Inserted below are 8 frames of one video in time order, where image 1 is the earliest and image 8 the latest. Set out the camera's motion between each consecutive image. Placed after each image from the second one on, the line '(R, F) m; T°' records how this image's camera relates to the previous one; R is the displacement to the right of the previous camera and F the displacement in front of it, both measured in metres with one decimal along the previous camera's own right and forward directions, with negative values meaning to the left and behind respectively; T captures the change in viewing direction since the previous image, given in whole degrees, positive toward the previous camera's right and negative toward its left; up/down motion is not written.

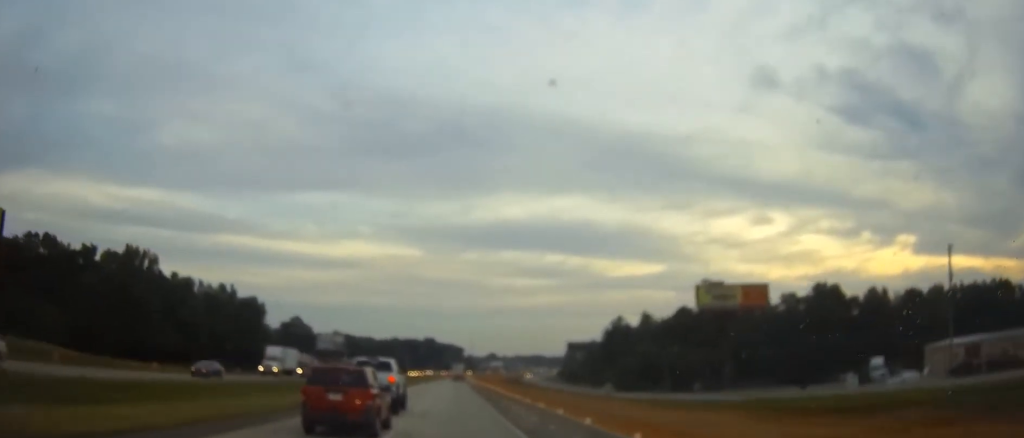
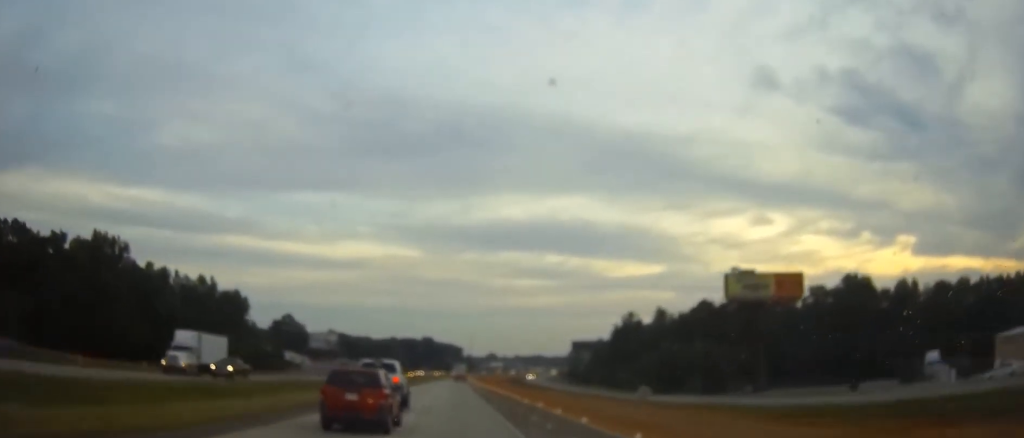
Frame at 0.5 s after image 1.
(0.0, +15.0) m; 0°
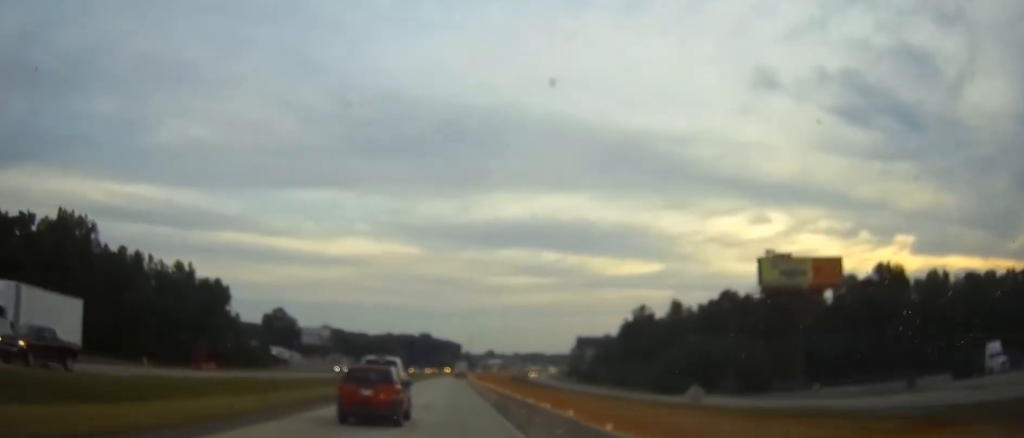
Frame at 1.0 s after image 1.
(0.0, +14.1) m; 0°
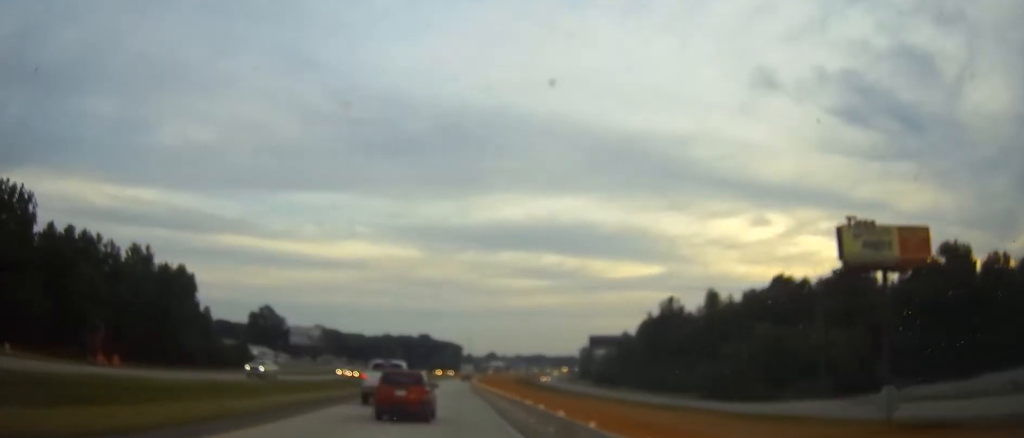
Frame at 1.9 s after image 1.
(0.0, +23.3) m; 0°
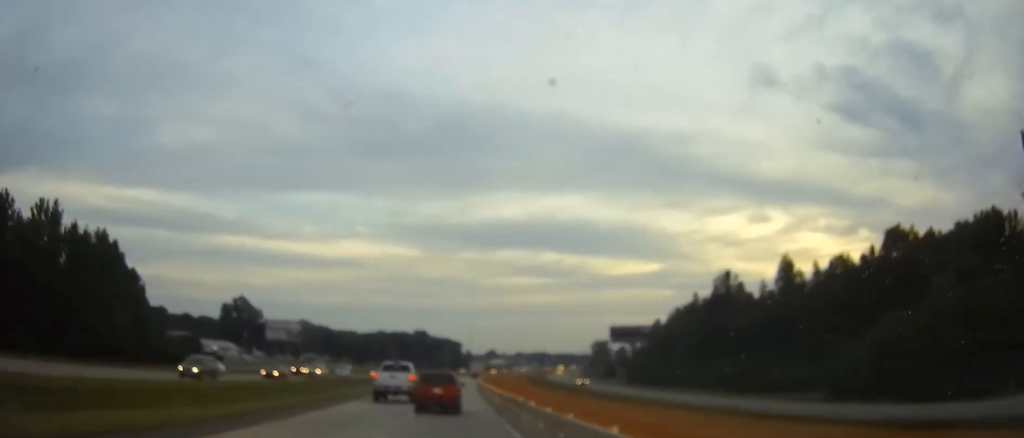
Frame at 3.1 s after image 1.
(+0.3, +34.6) m; +1°
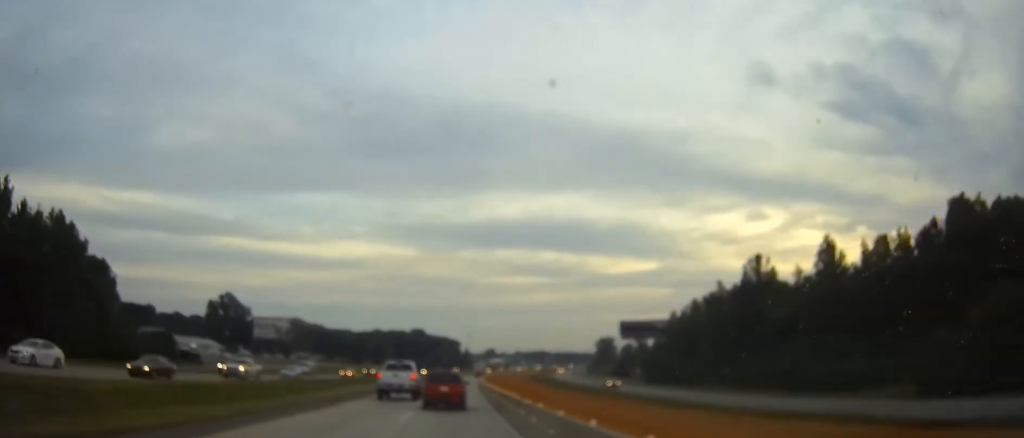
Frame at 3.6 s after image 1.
(+0.1, +14.1) m; 0°
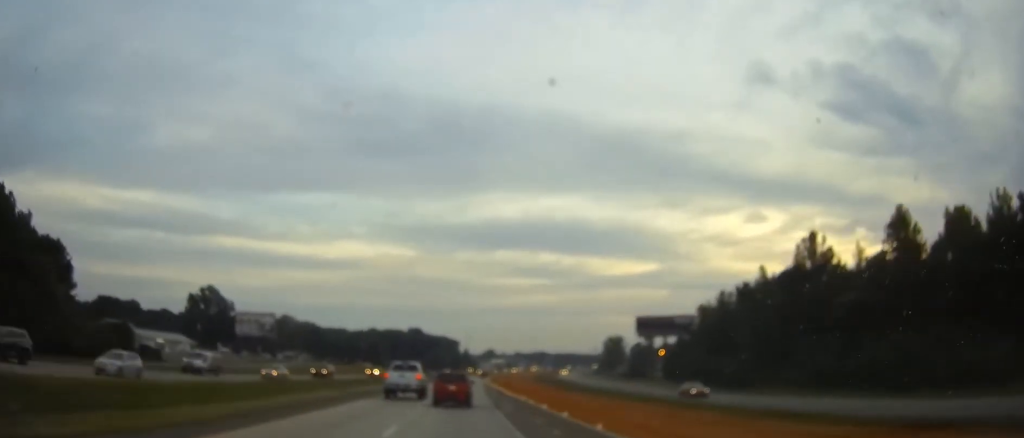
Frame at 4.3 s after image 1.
(+0.1, +18.9) m; 0°
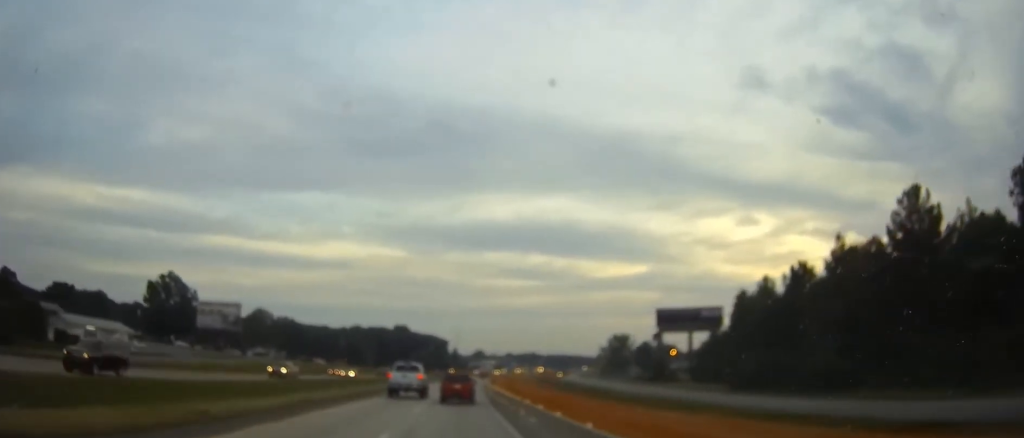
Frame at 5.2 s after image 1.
(0.0, +26.7) m; +1°
